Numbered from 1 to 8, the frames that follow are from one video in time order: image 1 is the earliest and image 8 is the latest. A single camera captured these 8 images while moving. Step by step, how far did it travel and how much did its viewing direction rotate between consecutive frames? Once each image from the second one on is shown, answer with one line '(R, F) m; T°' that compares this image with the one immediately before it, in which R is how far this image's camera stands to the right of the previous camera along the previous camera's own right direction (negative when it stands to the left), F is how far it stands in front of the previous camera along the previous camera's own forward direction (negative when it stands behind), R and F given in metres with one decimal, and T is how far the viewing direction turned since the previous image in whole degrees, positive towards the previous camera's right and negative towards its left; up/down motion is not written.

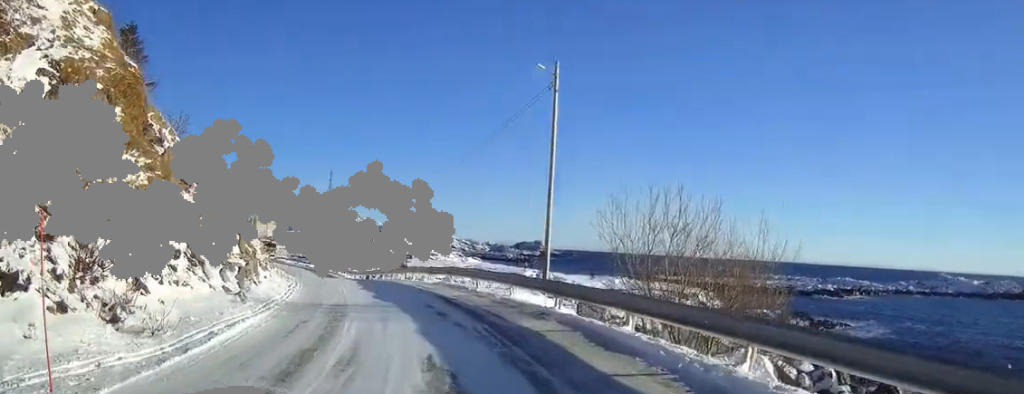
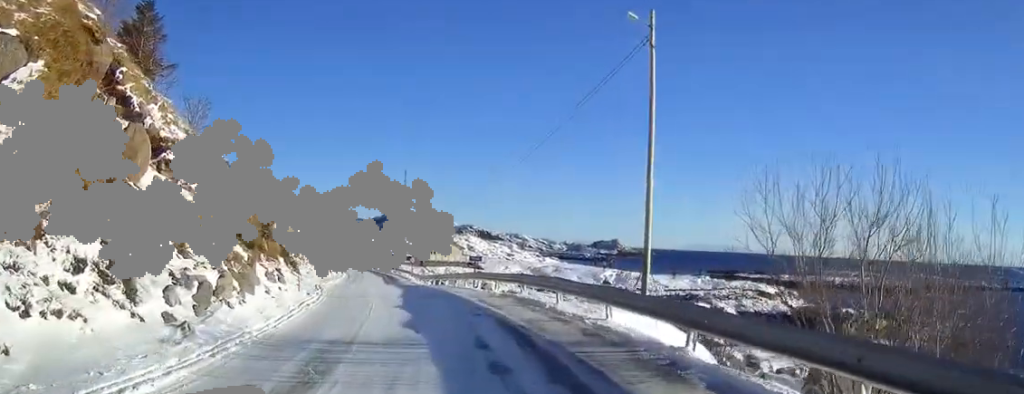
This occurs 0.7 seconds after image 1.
(-0.7, +6.4) m; -8°
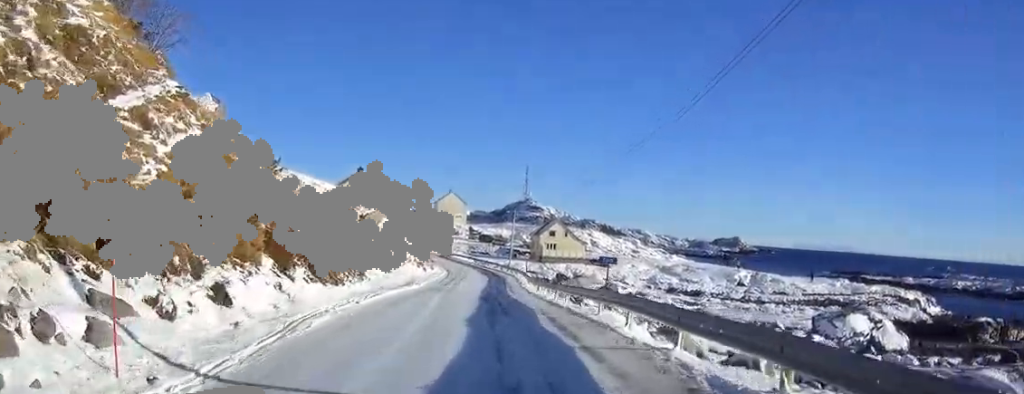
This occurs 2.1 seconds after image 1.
(-1.4, +13.7) m; -10°
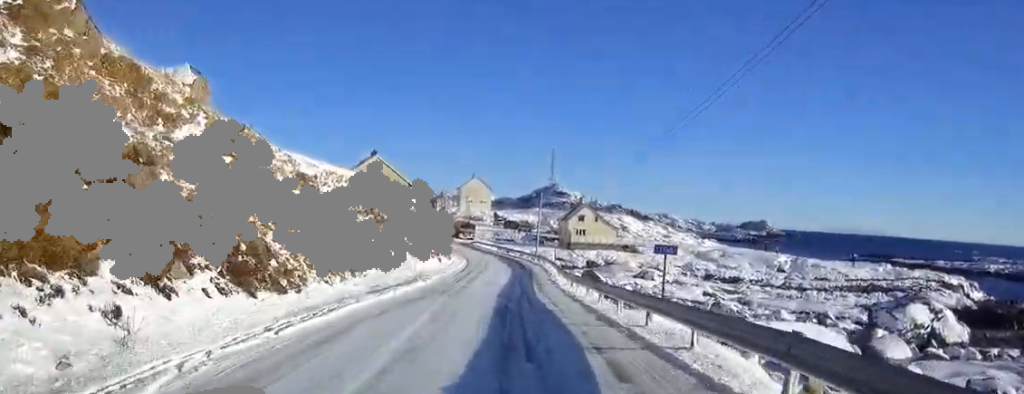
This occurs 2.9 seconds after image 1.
(-0.3, +8.1) m; -3°
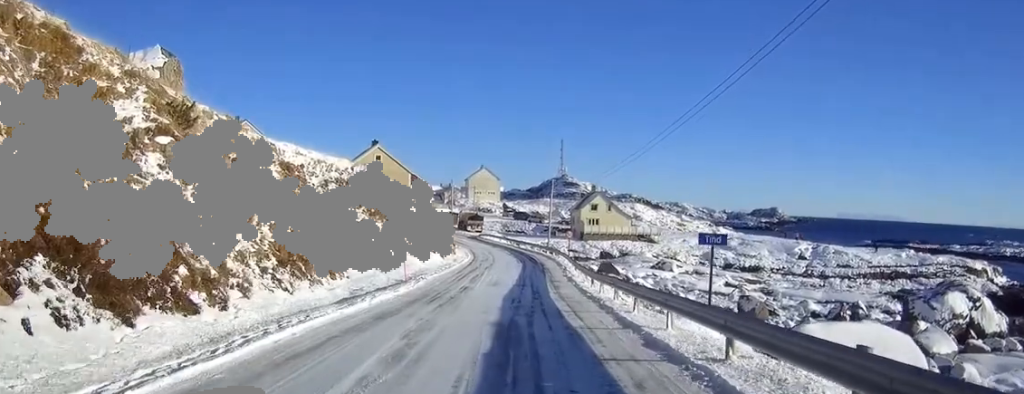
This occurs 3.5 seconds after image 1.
(-0.1, +5.2) m; 0°
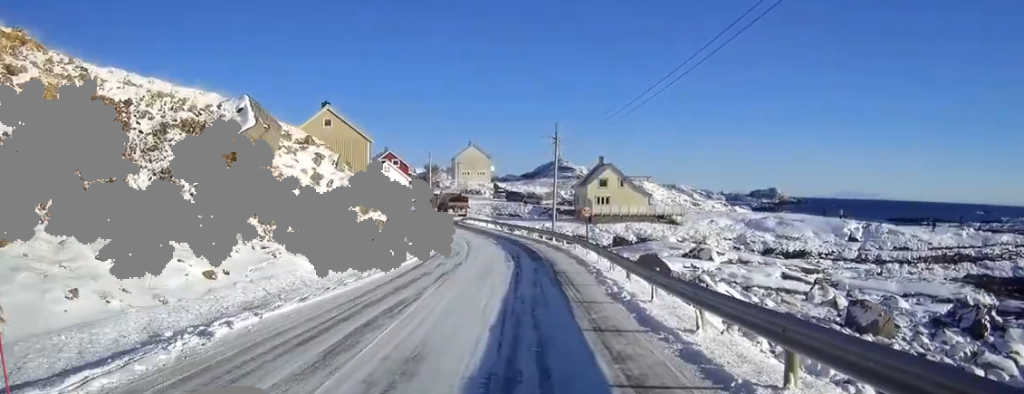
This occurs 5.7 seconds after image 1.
(+0.5, +21.8) m; +1°
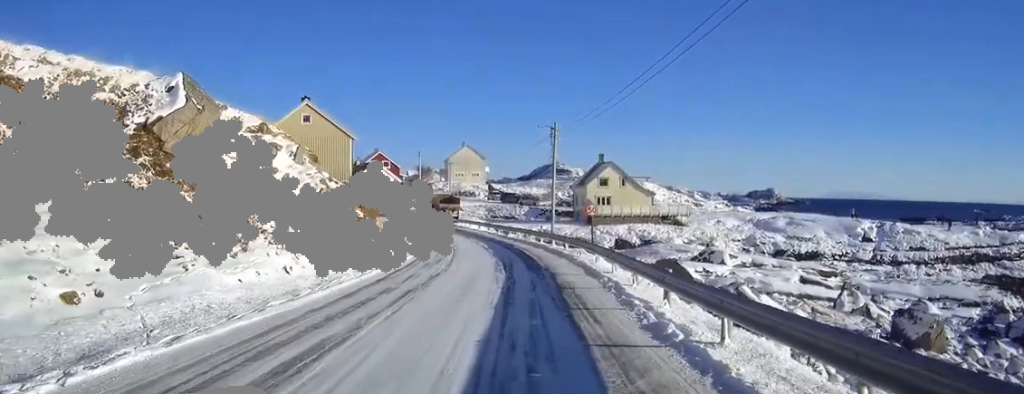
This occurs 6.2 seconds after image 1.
(-0.1, +5.8) m; 0°
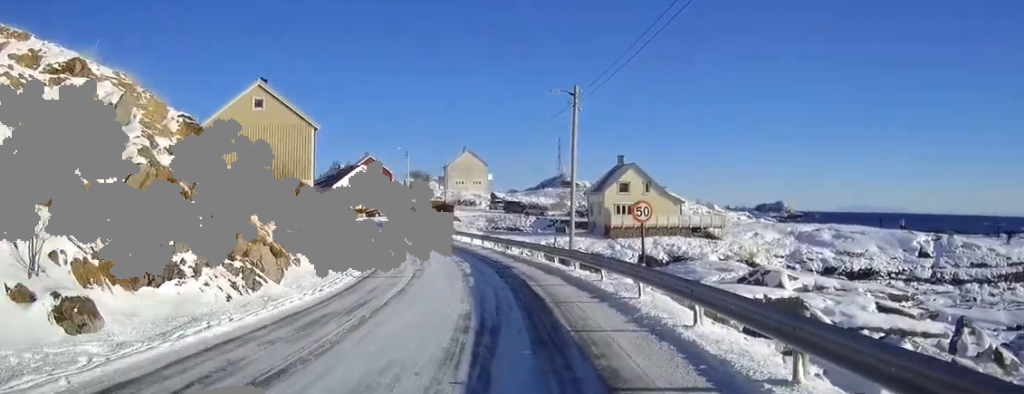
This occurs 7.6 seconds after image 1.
(+0.1, +14.3) m; 0°
